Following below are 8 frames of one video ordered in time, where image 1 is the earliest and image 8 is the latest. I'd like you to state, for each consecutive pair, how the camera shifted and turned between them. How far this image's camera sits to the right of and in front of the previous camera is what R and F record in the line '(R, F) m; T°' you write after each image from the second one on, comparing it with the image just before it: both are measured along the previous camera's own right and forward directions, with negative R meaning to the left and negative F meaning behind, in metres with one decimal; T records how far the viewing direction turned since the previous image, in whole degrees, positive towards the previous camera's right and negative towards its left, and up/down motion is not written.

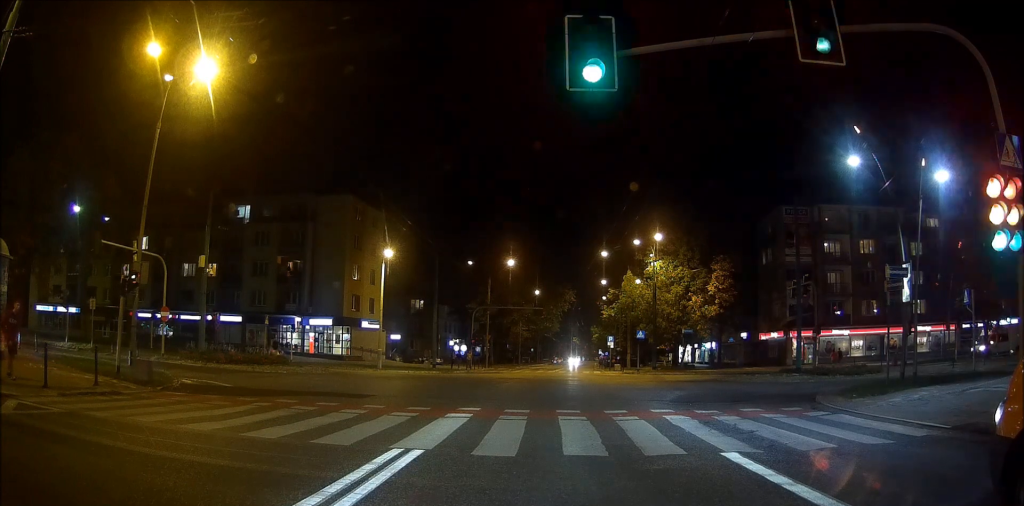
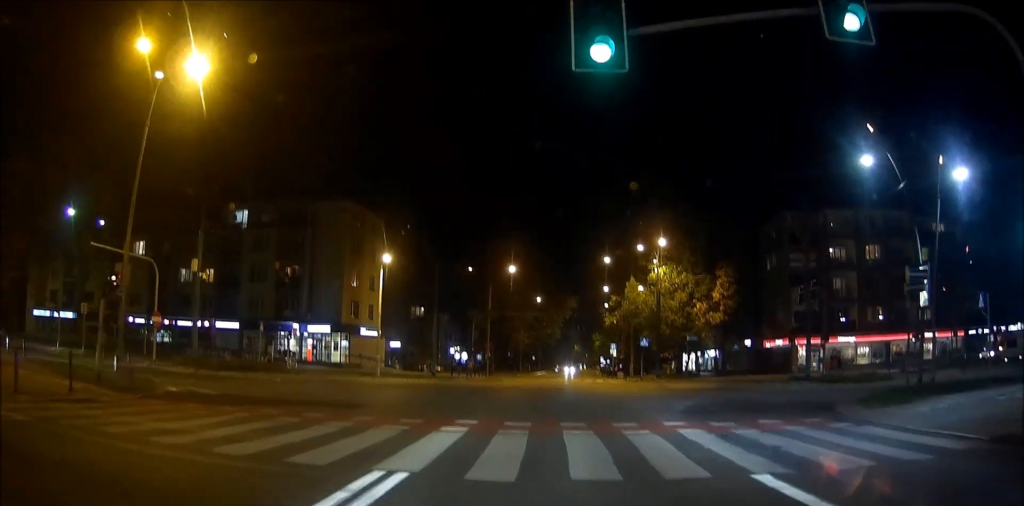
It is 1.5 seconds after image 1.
(0.0, 0.0) m; 0°
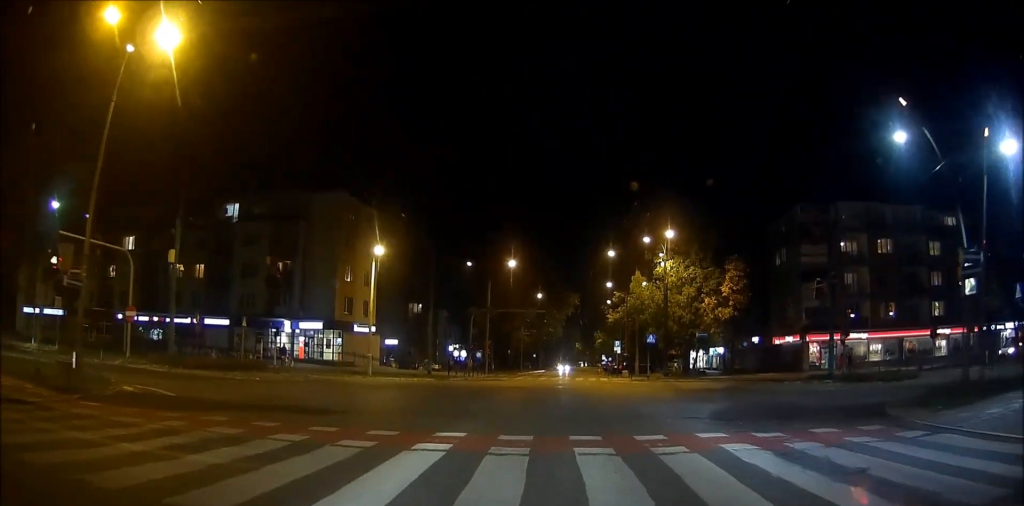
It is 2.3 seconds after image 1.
(0.0, +0.2) m; 0°
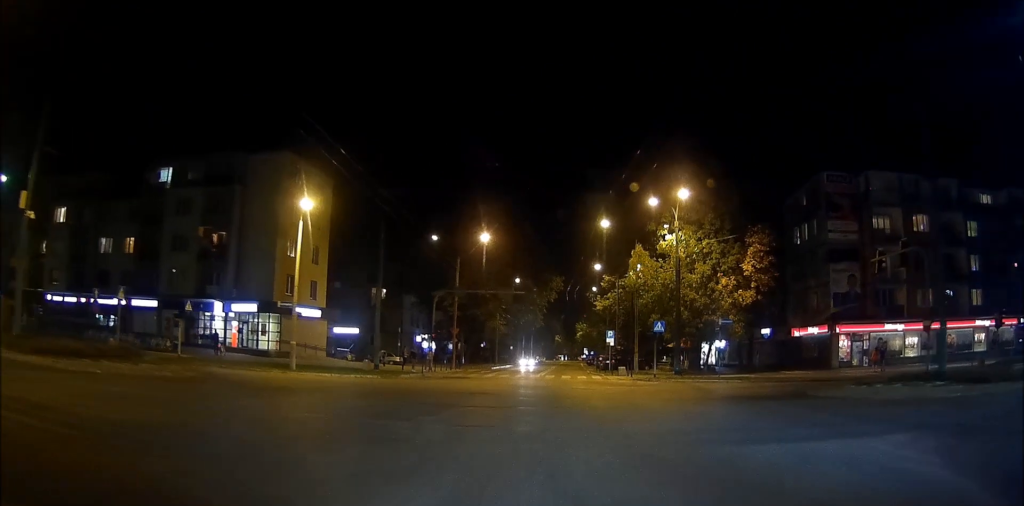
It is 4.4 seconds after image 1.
(0.0, +12.2) m; 0°
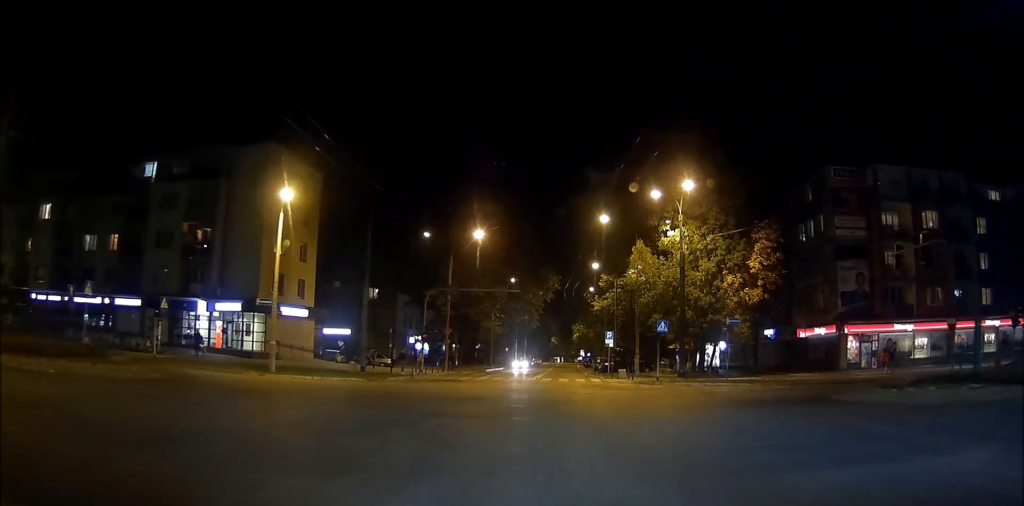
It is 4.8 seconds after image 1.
(0.0, +3.0) m; 0°
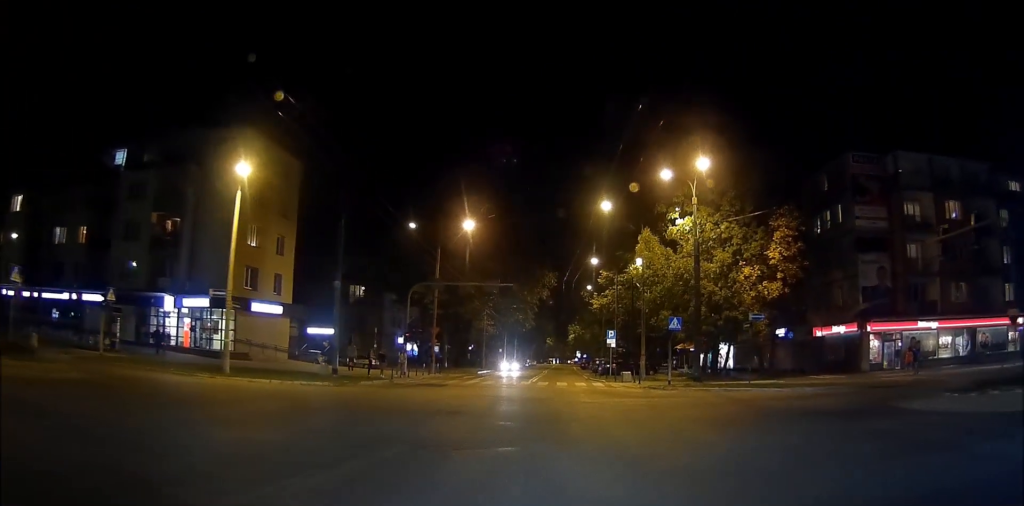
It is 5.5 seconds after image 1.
(0.0, +5.7) m; 0°
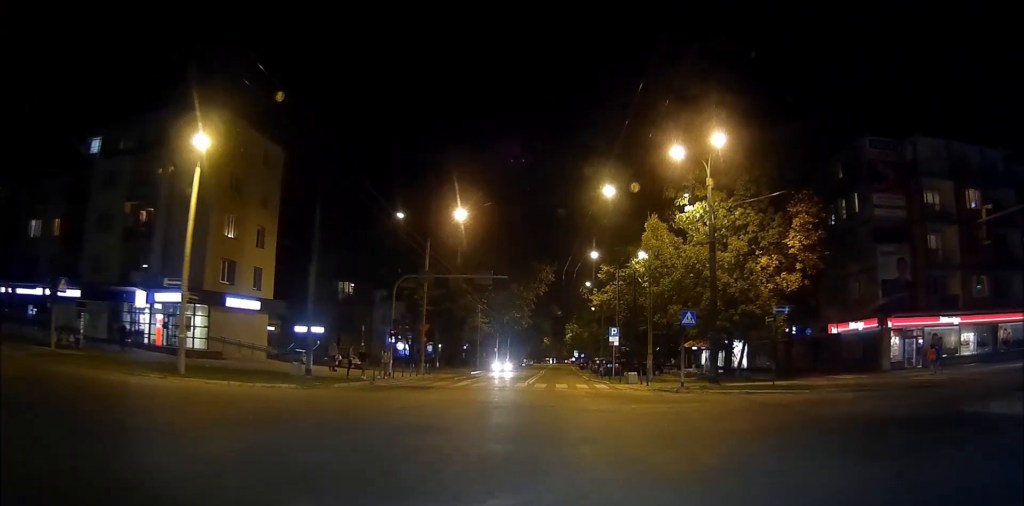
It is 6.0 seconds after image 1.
(0.0, +4.3) m; 0°
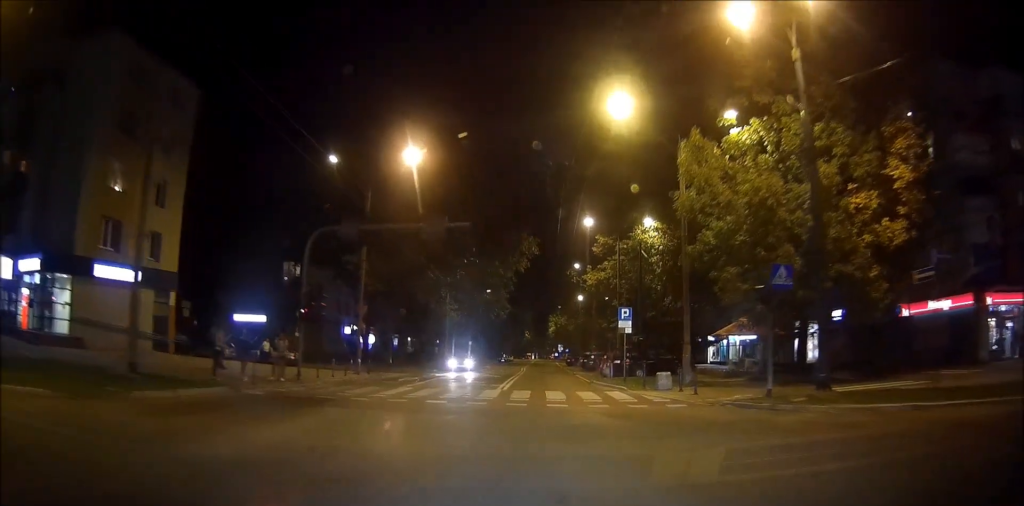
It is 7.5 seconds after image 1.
(0.0, +13.7) m; +3°
